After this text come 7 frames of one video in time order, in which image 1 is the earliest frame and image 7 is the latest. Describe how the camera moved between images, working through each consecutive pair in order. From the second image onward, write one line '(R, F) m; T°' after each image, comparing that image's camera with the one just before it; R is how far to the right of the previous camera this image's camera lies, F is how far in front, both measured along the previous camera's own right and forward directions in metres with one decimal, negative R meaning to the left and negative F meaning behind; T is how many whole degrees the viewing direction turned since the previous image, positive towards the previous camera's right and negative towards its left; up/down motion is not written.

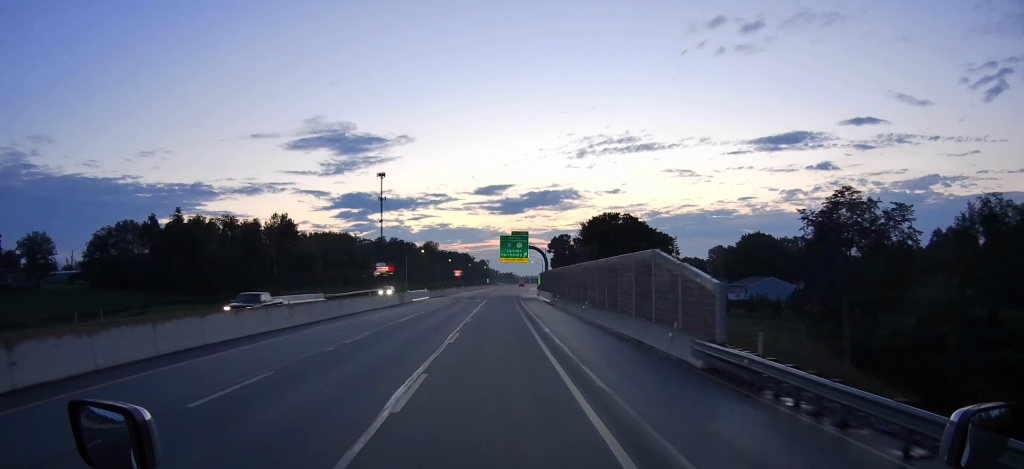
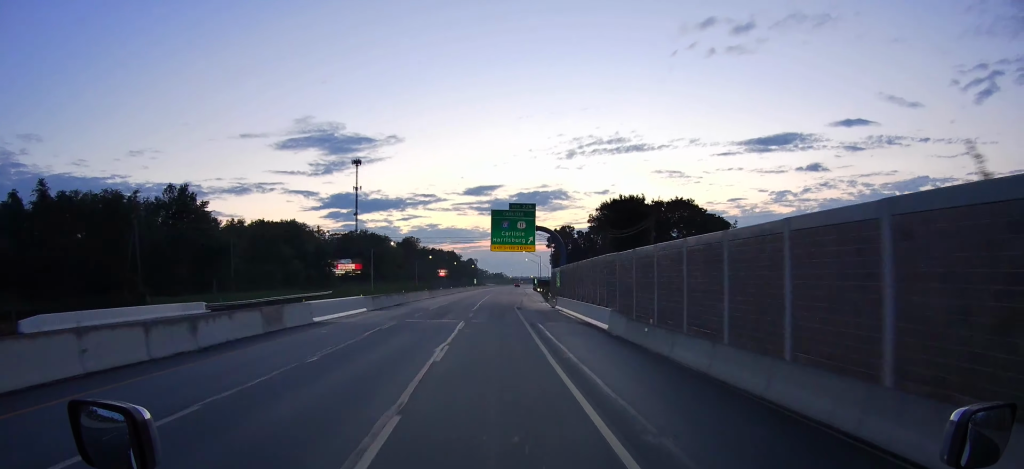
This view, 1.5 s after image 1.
(+0.3, +40.6) m; +1°
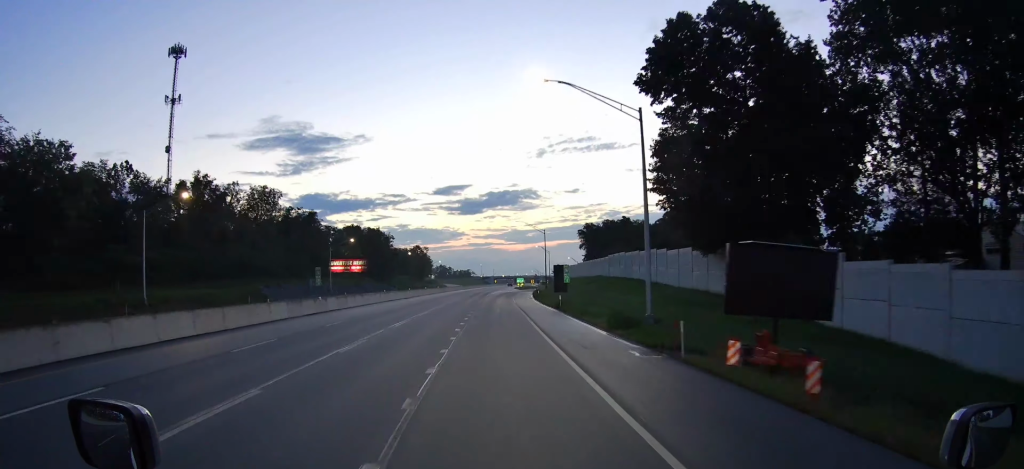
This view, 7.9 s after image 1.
(+5.4, +163.1) m; +3°
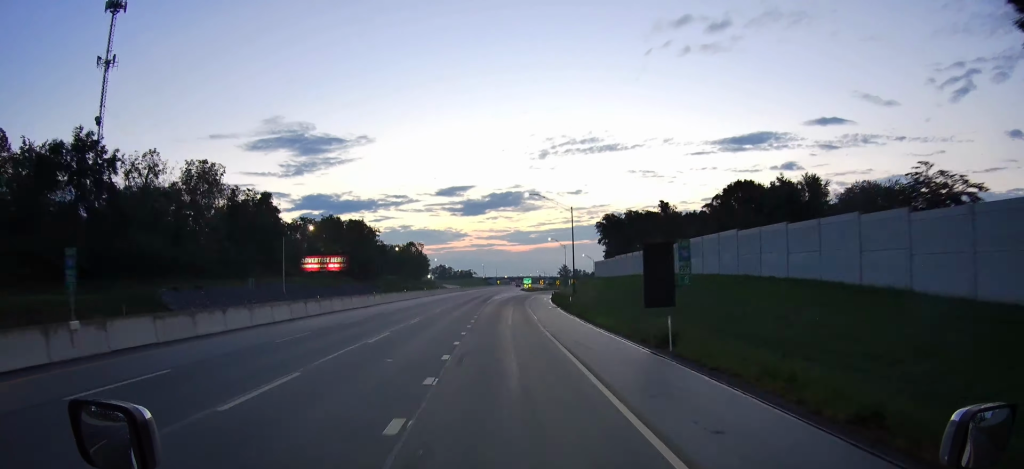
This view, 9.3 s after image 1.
(-0.1, +33.0) m; 0°
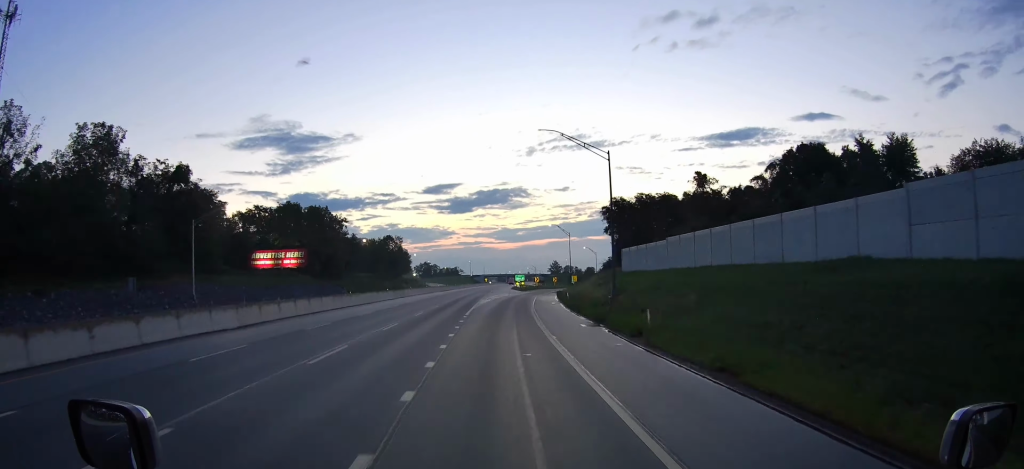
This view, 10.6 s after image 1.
(+0.2, +28.3) m; 0°
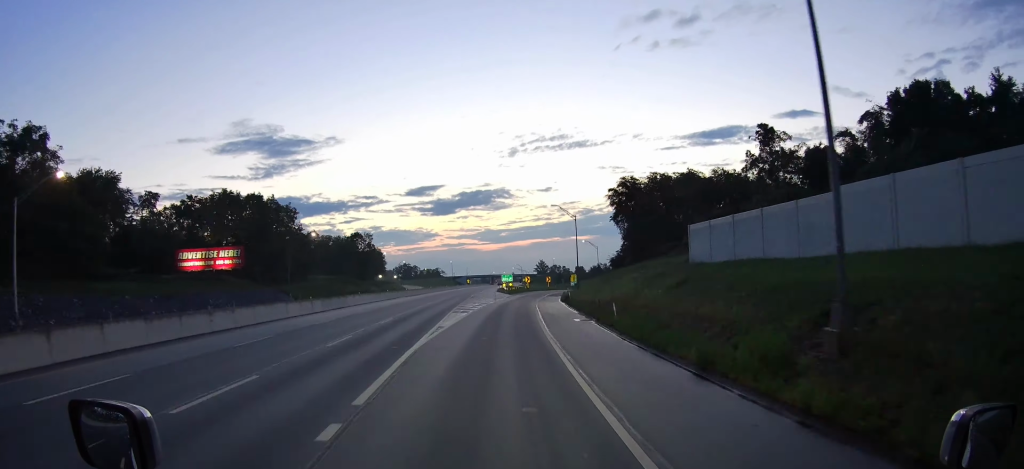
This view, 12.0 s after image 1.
(0.0, +29.8) m; +1°
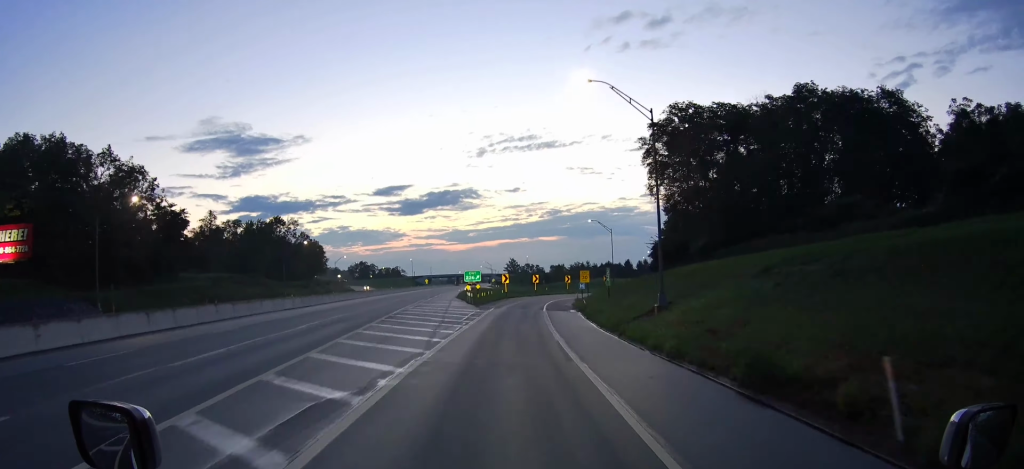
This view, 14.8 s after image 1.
(+0.7, +54.5) m; +3°
